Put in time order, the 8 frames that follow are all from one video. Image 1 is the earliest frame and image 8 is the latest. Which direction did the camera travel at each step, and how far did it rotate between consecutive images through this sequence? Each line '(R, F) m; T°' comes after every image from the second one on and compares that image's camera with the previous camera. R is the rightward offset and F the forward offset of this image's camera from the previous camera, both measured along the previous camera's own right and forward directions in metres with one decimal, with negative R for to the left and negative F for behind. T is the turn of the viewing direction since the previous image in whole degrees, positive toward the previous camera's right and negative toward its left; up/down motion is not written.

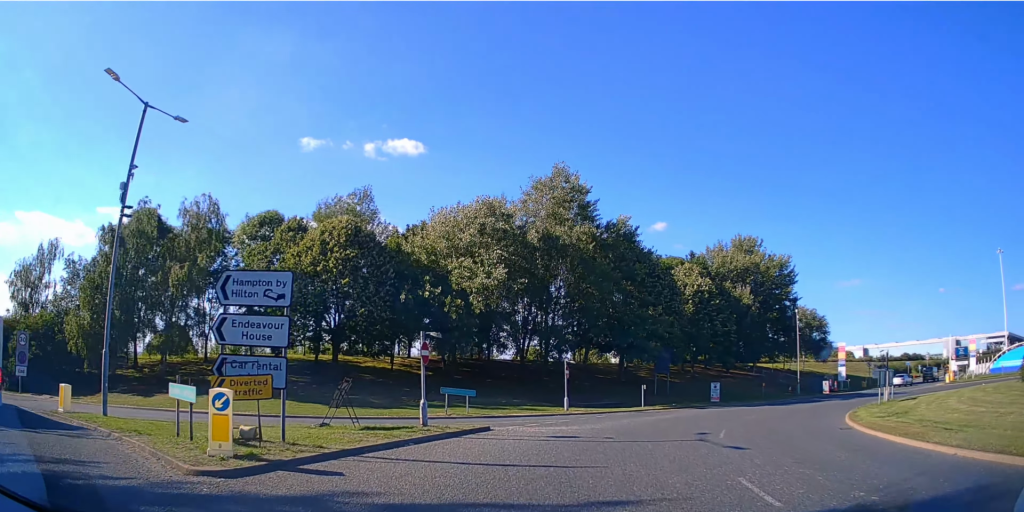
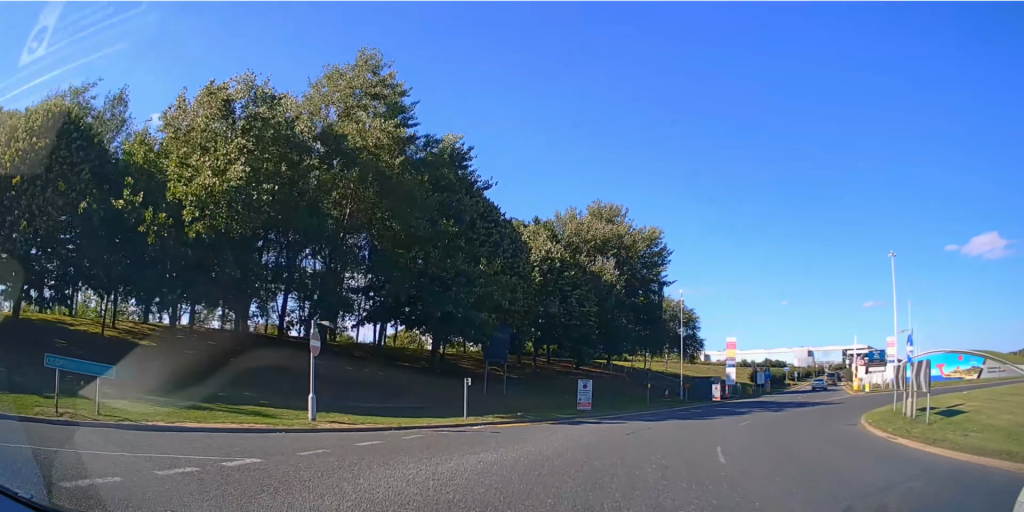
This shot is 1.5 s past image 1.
(+1.5, +13.9) m; +15°
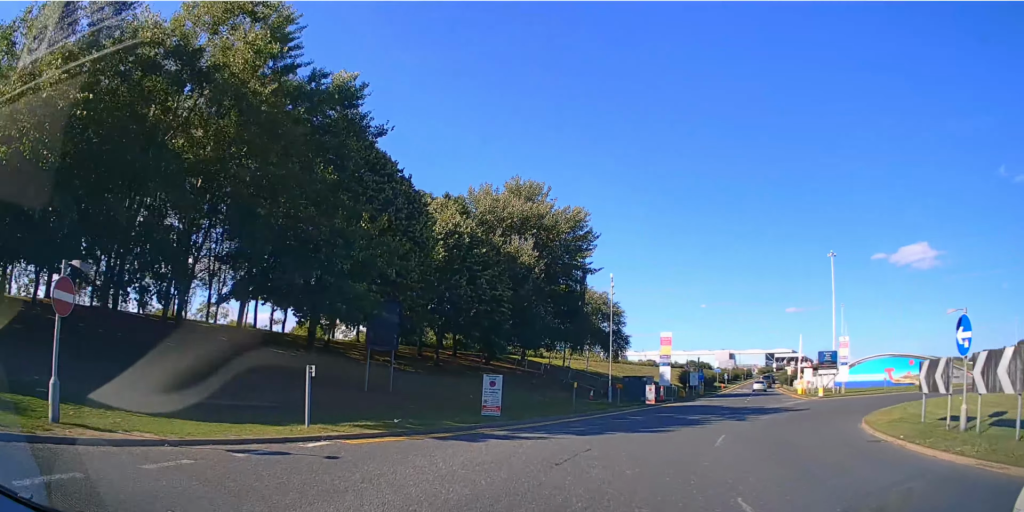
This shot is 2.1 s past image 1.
(+0.6, +6.1) m; +8°
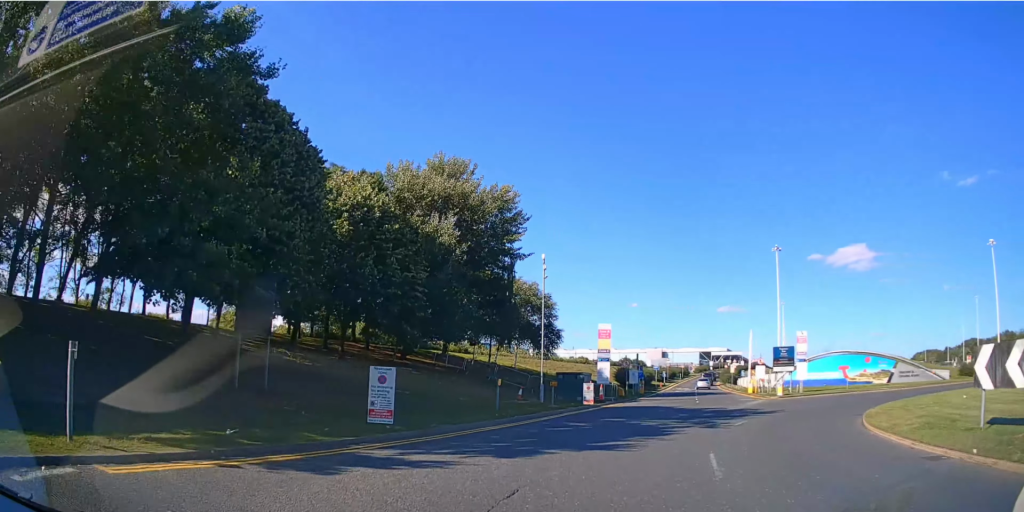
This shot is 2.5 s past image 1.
(+0.1, +4.5) m; +6°
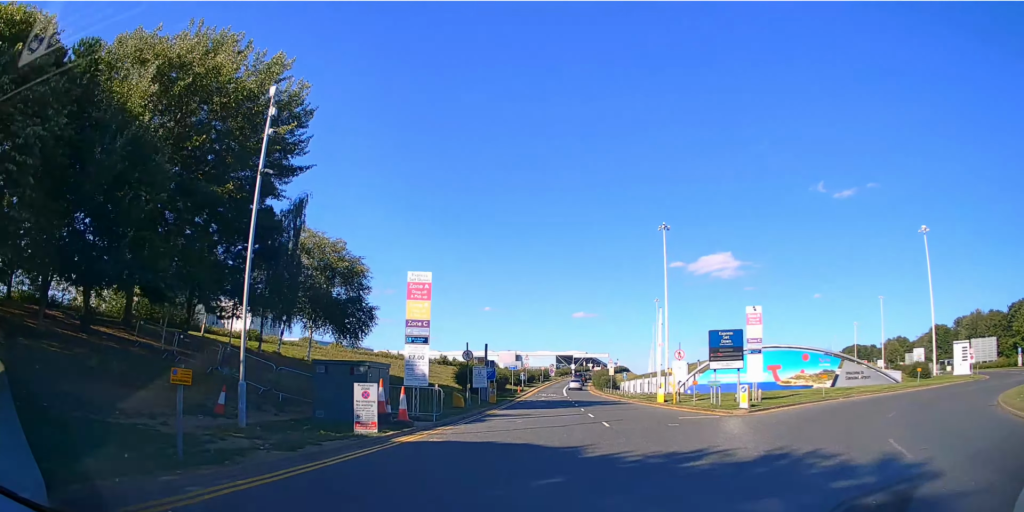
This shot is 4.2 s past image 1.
(+2.7, +19.0) m; +12°
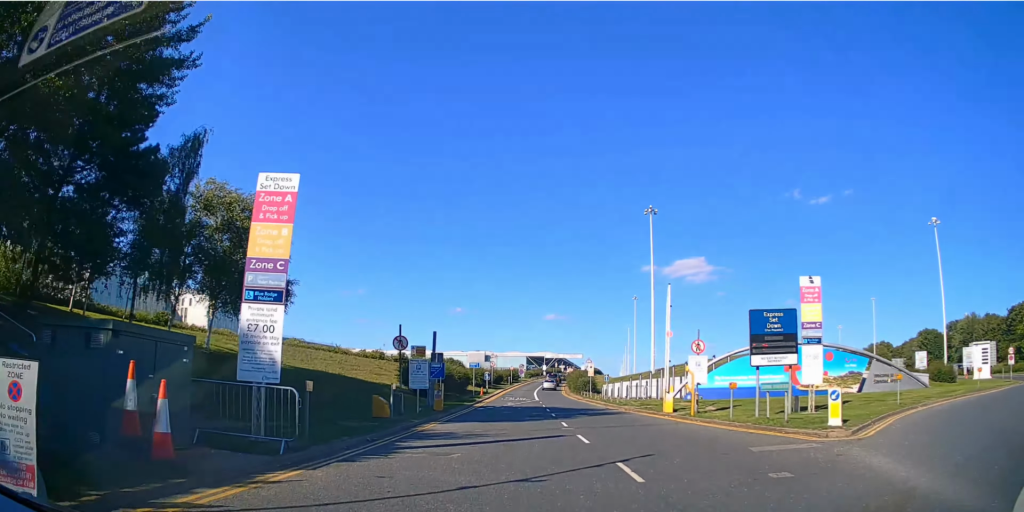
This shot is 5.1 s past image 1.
(+0.4, +10.1) m; +3°
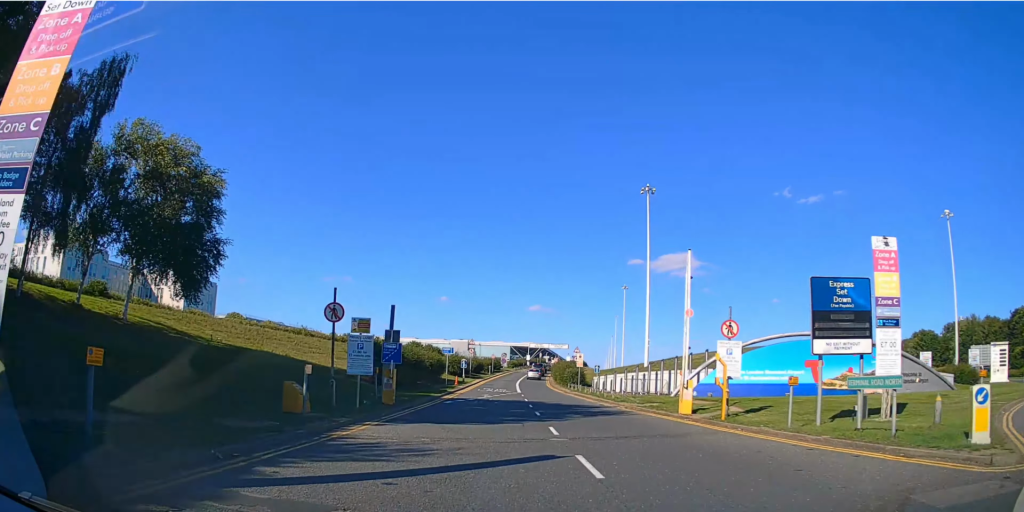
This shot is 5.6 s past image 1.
(+0.1, +6.2) m; +1°
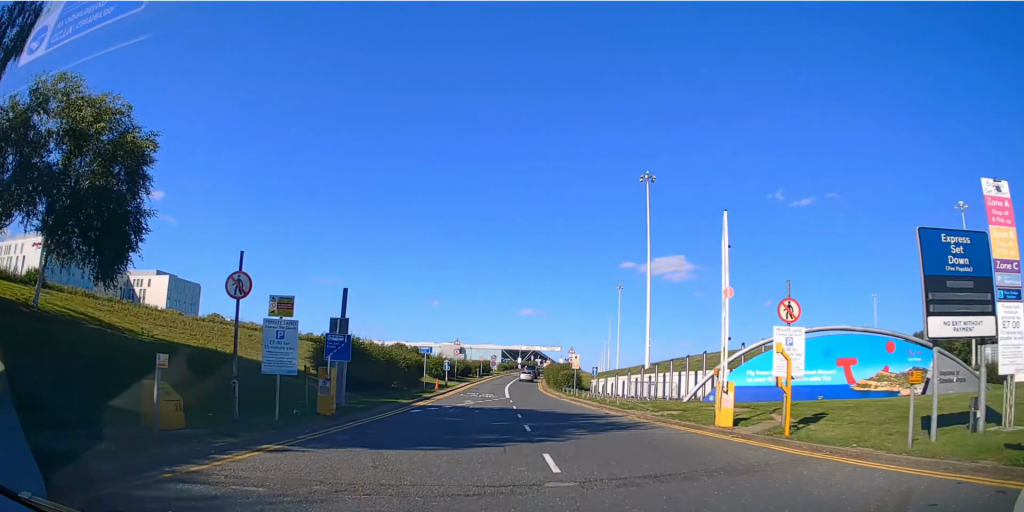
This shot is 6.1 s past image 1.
(0.0, +5.5) m; +1°
